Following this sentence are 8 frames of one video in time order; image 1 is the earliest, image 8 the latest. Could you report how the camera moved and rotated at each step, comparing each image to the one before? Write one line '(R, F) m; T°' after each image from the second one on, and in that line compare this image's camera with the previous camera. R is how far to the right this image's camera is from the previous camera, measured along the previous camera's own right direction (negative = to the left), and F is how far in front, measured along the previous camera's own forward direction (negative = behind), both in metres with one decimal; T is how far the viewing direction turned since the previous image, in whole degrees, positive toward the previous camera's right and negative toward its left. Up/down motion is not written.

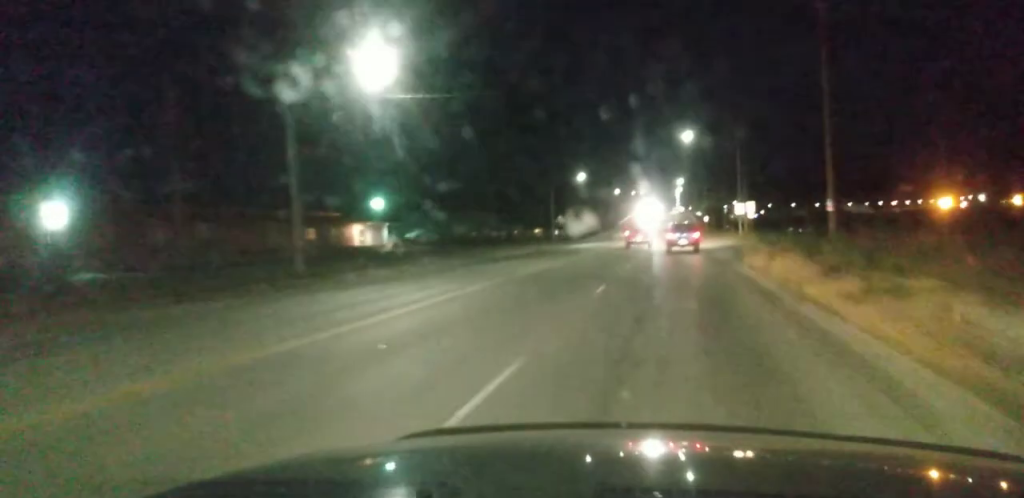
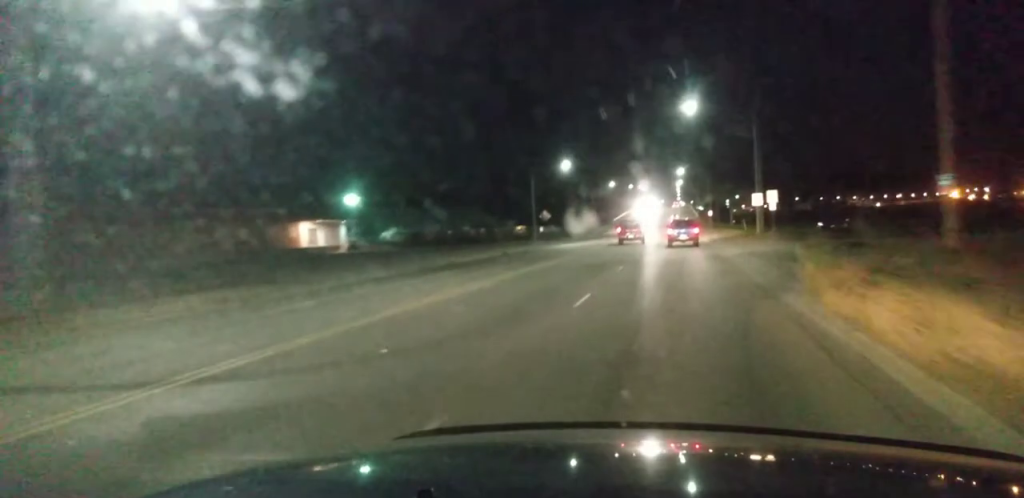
(0.0, +15.7) m; 0°
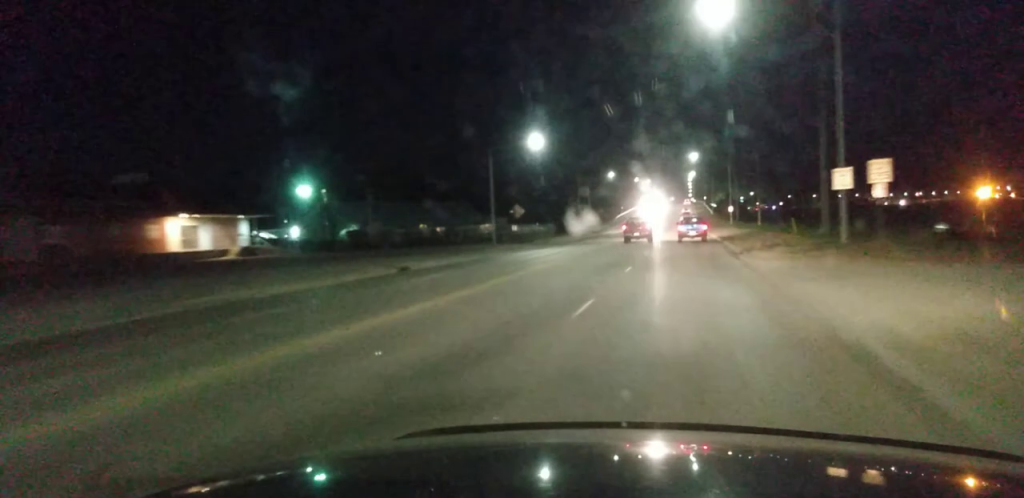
(0.0, +26.8) m; +1°
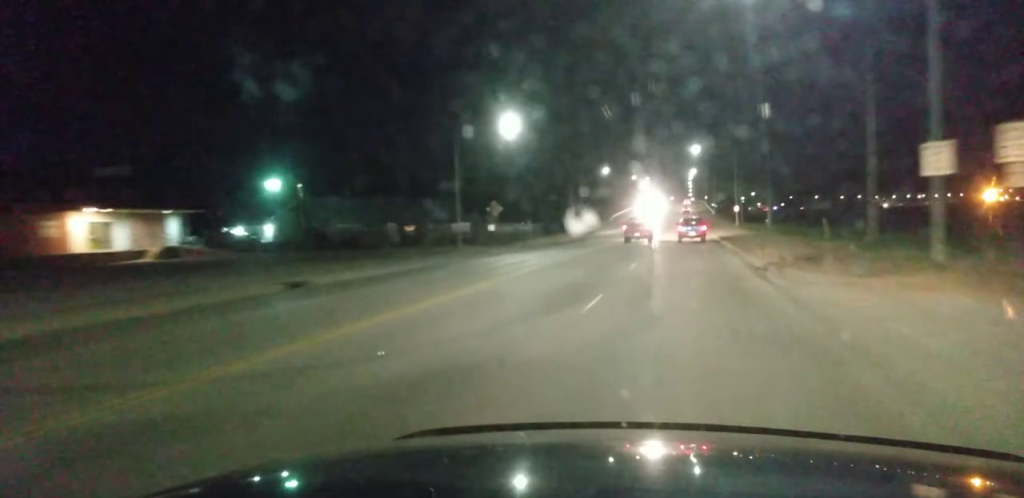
(+0.2, +11.8) m; 0°
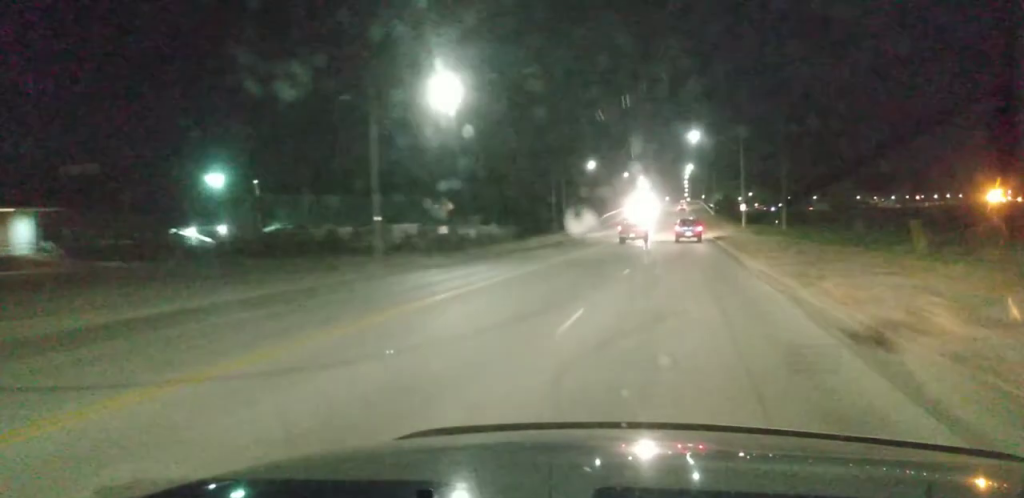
(-0.2, +17.0) m; 0°
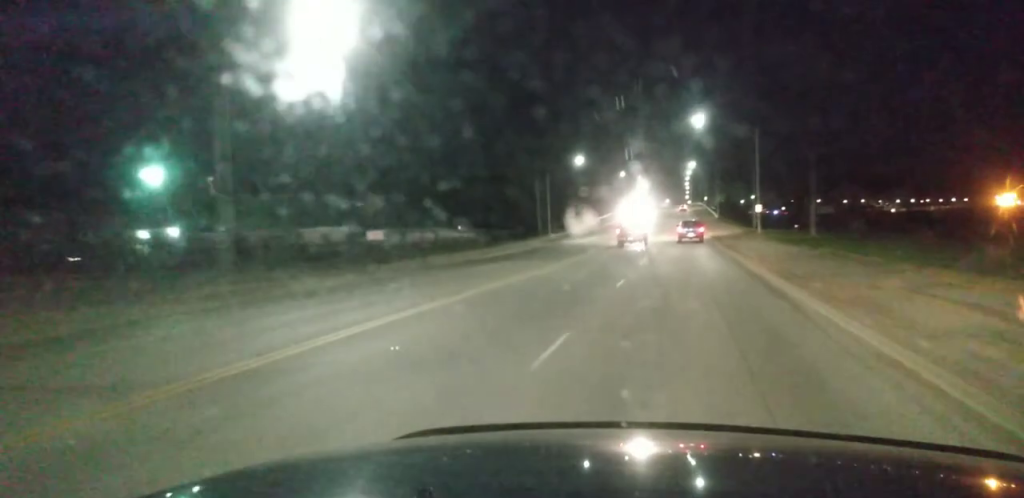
(+0.1, +14.1) m; -1°
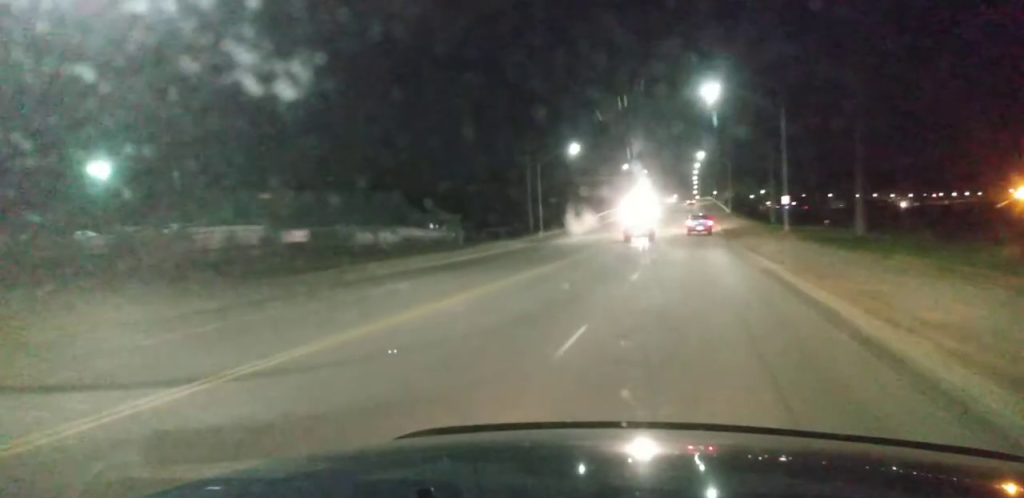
(-0.2, +12.2) m; -1°
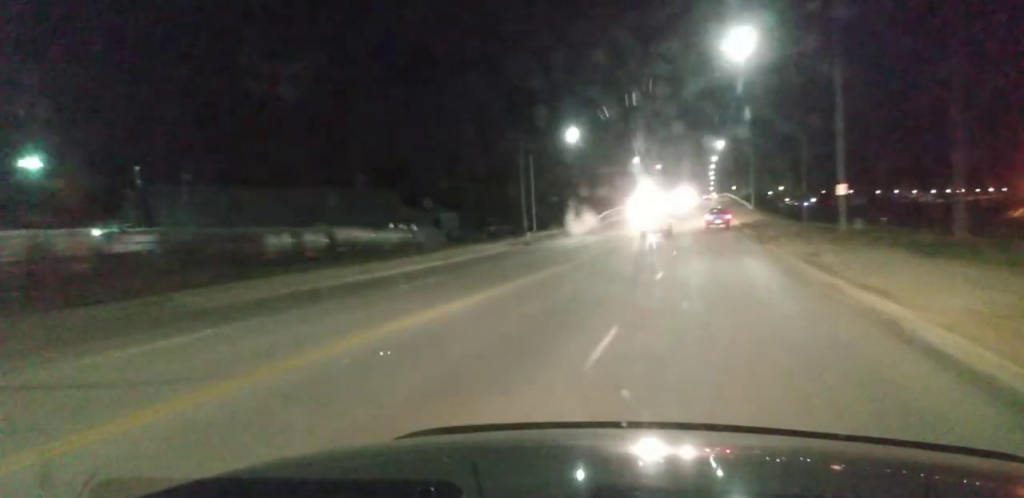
(-0.4, +12.3) m; 0°
